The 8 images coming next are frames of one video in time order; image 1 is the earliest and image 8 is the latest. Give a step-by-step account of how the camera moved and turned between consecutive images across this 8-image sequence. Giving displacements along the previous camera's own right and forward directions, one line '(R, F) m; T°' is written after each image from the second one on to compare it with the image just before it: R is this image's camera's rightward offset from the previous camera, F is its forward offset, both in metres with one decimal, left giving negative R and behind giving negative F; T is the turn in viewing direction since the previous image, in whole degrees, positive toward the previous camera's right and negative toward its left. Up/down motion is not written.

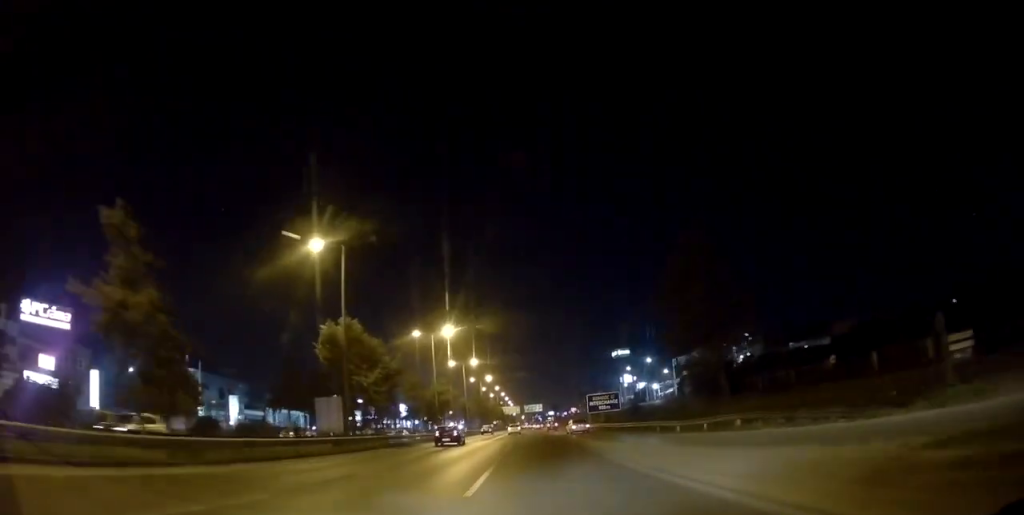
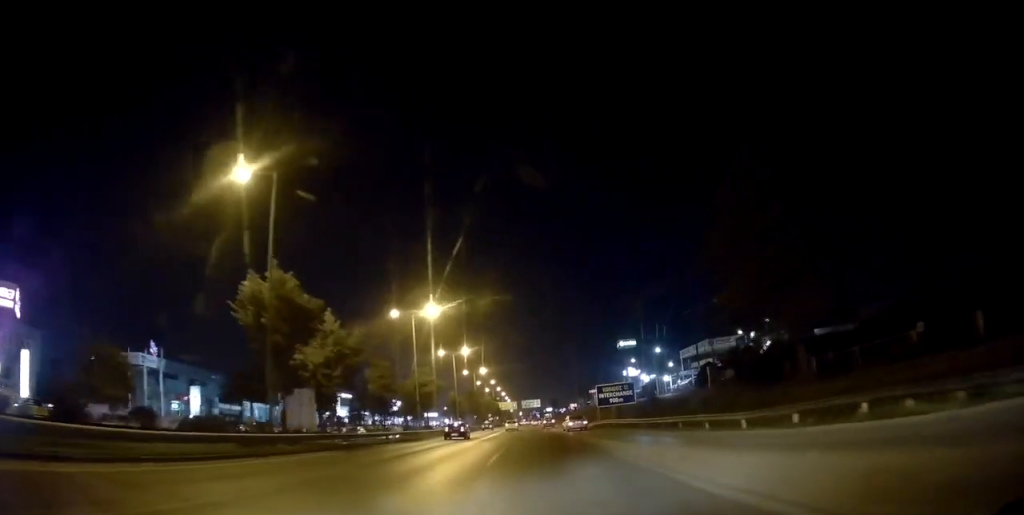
(-0.2, +10.8) m; 0°
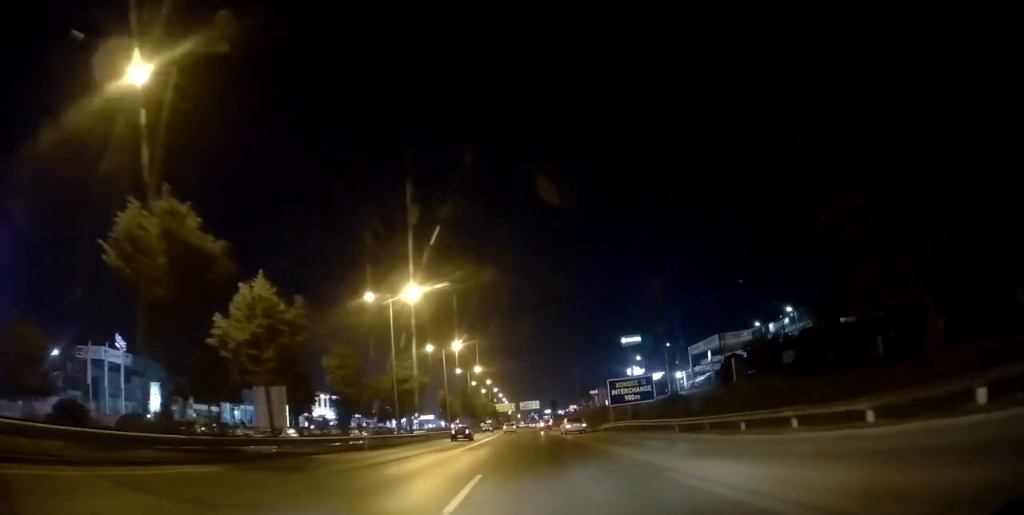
(0.0, +9.3) m; 0°
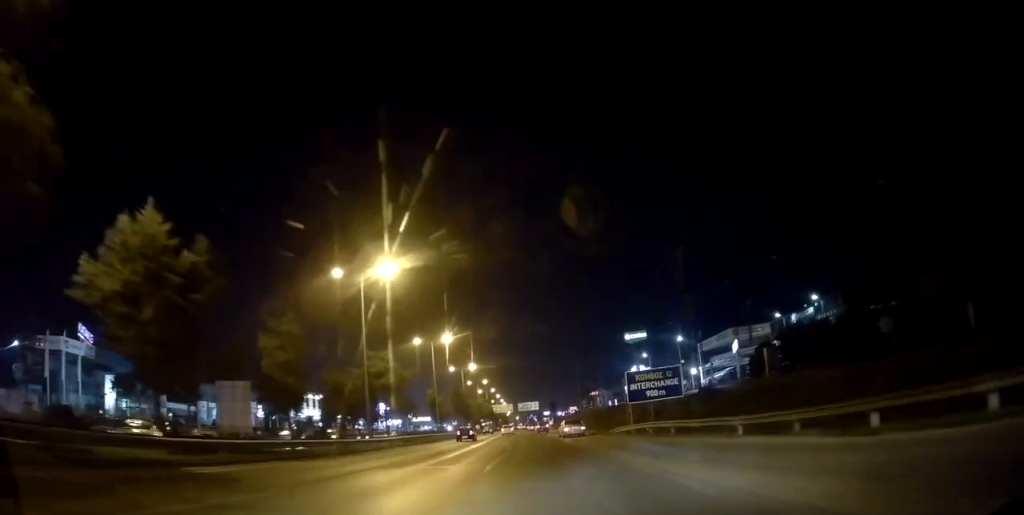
(+0.1, +9.0) m; 0°
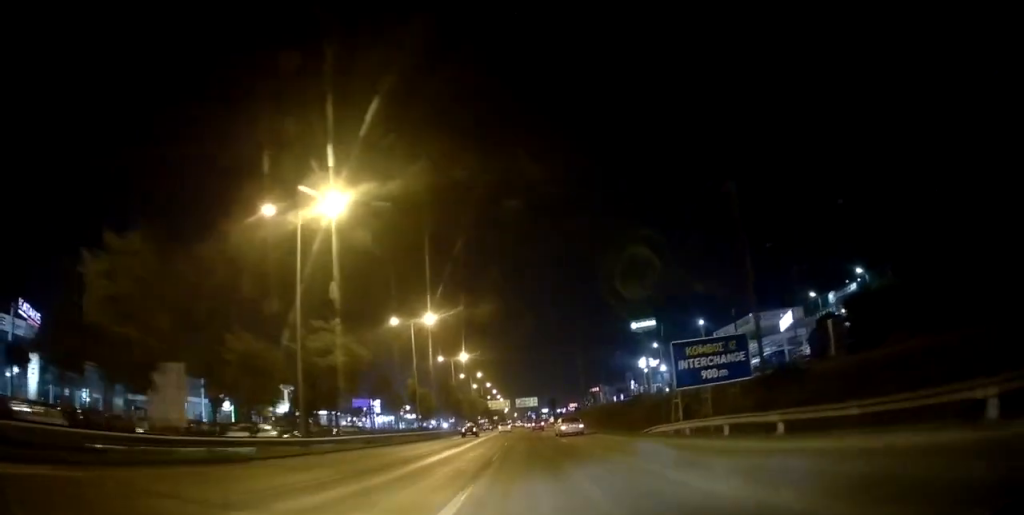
(+0.1, +12.6) m; 0°
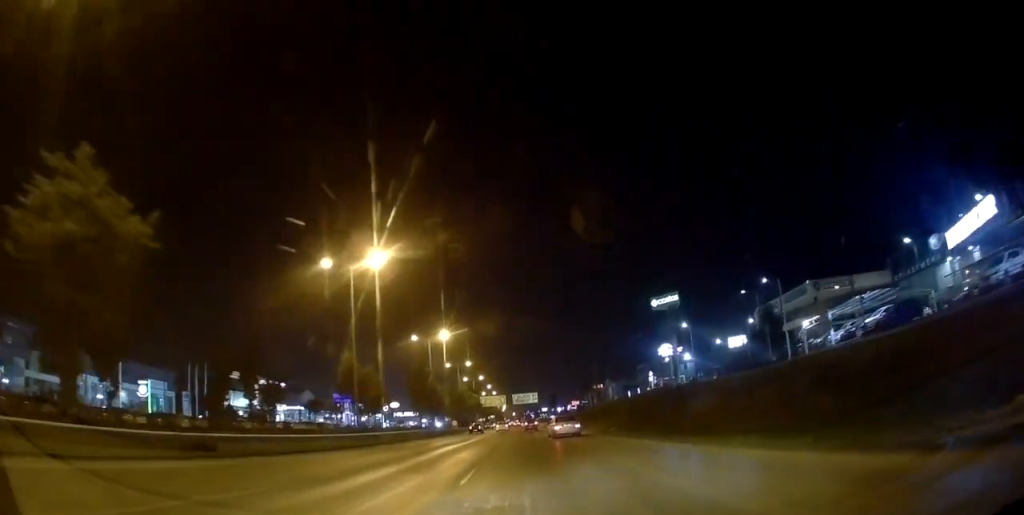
(-0.4, +23.1) m; -1°
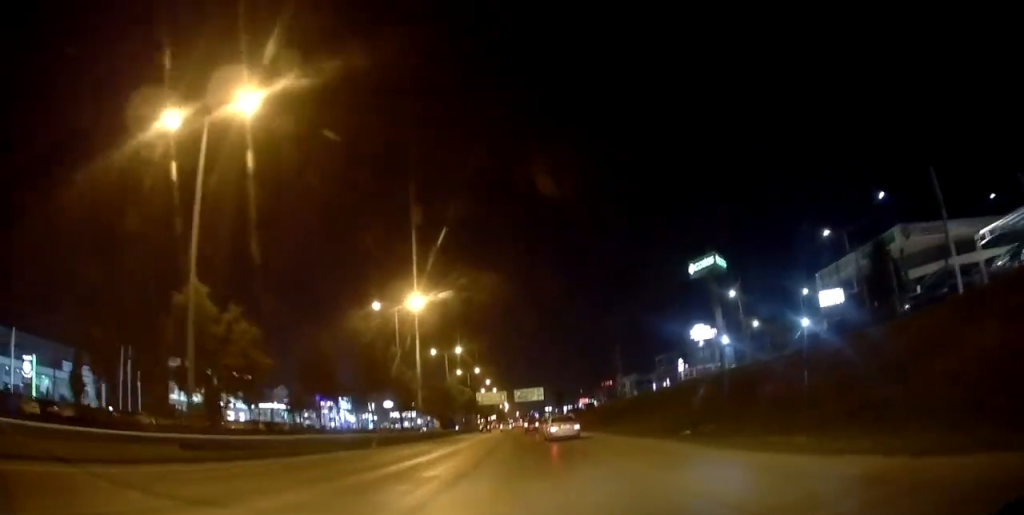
(+0.1, +21.7) m; +1°
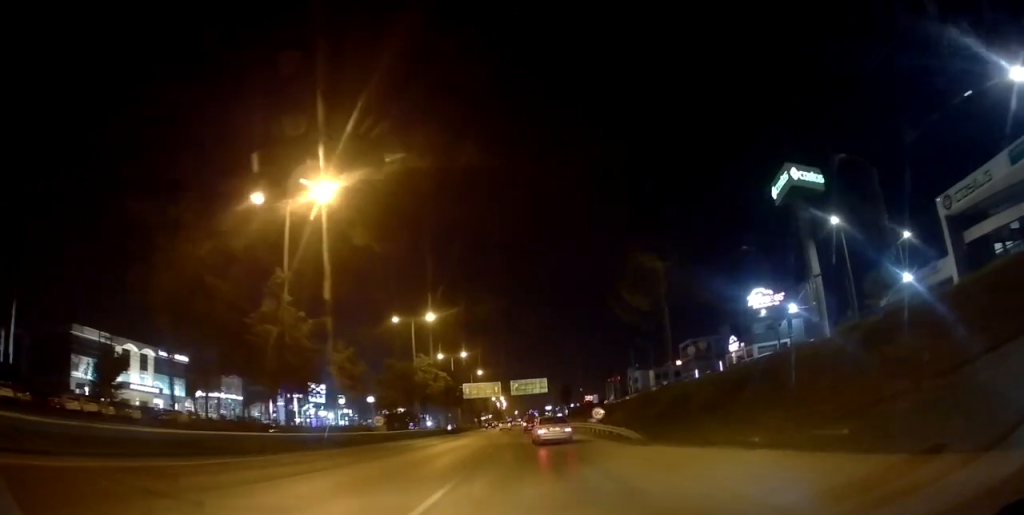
(+0.1, +27.4) m; +1°
